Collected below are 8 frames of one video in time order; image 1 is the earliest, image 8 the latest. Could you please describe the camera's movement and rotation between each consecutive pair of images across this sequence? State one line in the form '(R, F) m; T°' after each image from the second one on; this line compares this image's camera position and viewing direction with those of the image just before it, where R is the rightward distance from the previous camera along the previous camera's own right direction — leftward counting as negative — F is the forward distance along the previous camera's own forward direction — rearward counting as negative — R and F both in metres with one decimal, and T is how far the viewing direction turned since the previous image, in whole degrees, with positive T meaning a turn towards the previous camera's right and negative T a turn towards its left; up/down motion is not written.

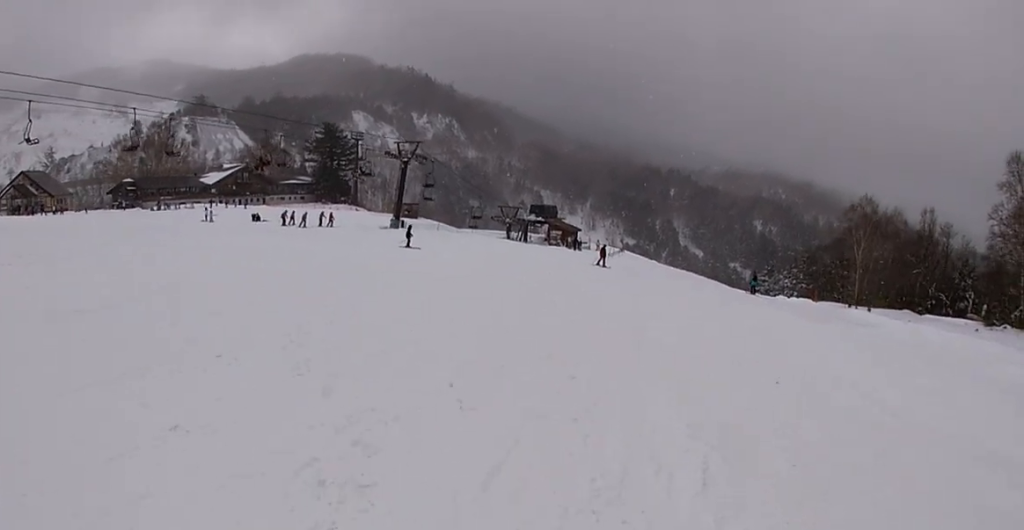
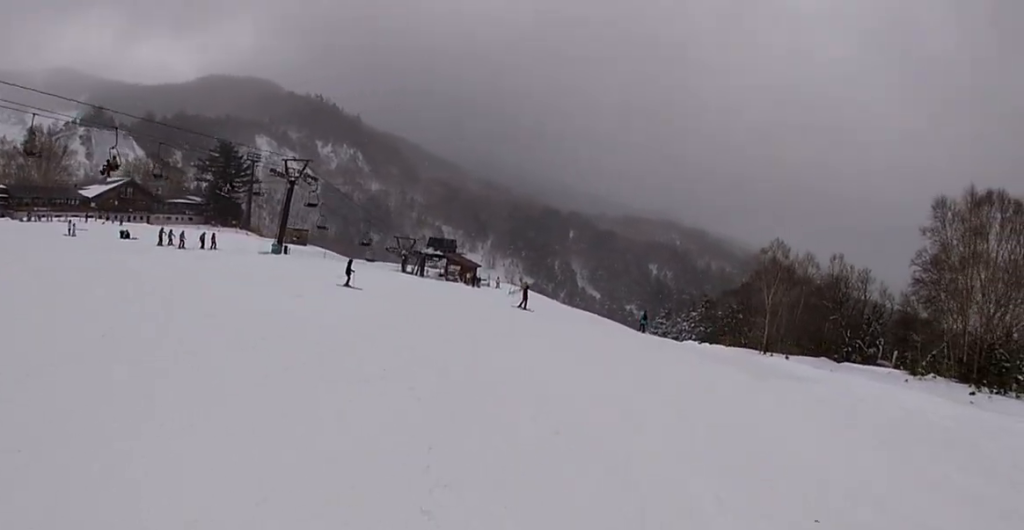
(+0.9, +5.1) m; +16°
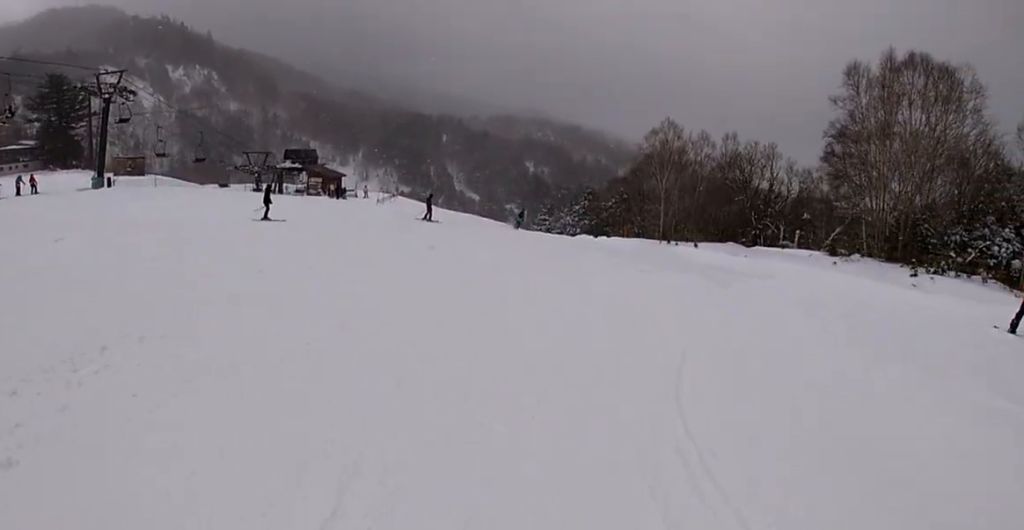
(+1.1, +6.2) m; +4°
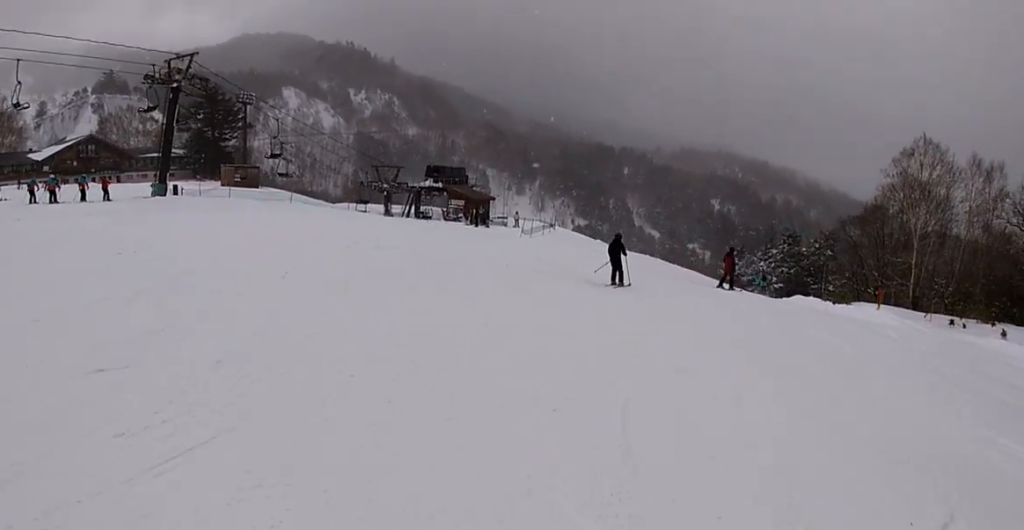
(-2.3, +13.8) m; -20°
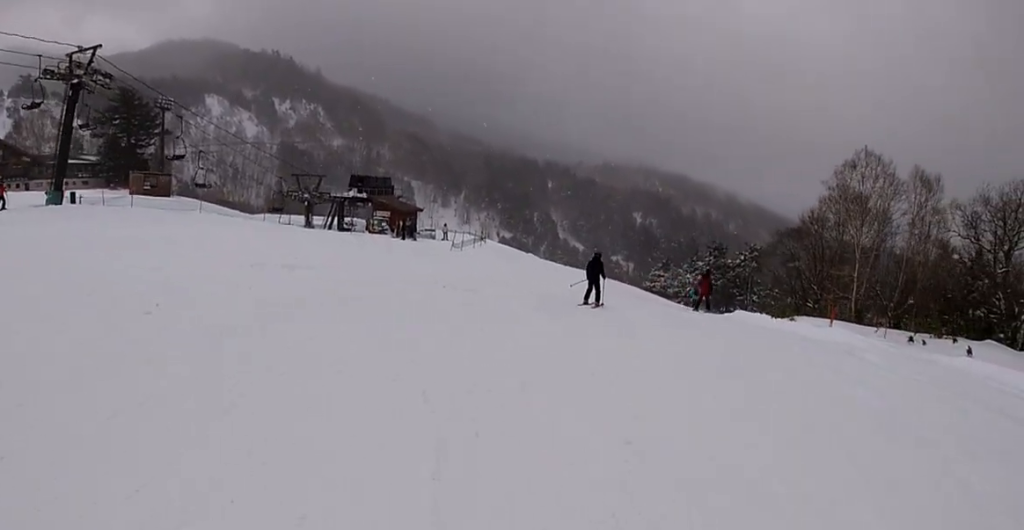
(-0.6, +2.8) m; +4°
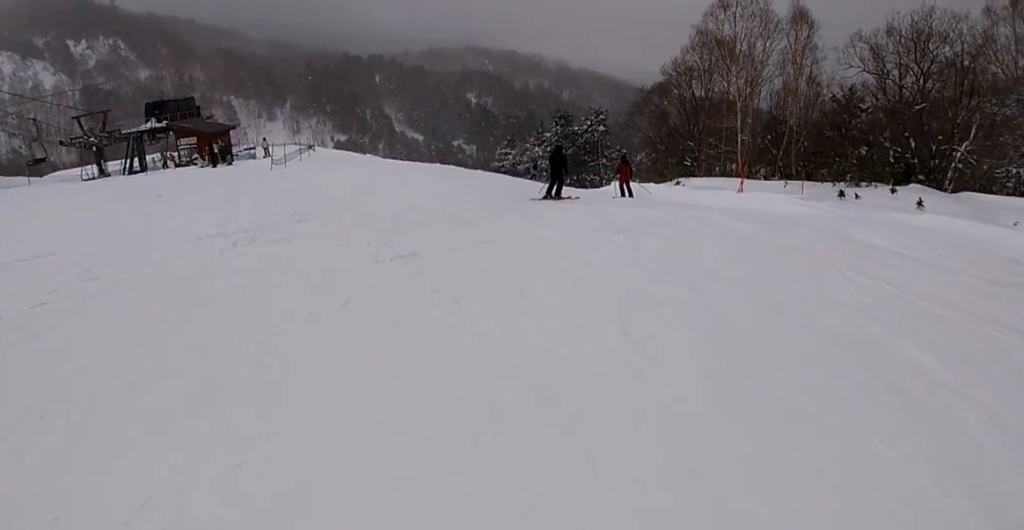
(+1.2, +5.3) m; +16°
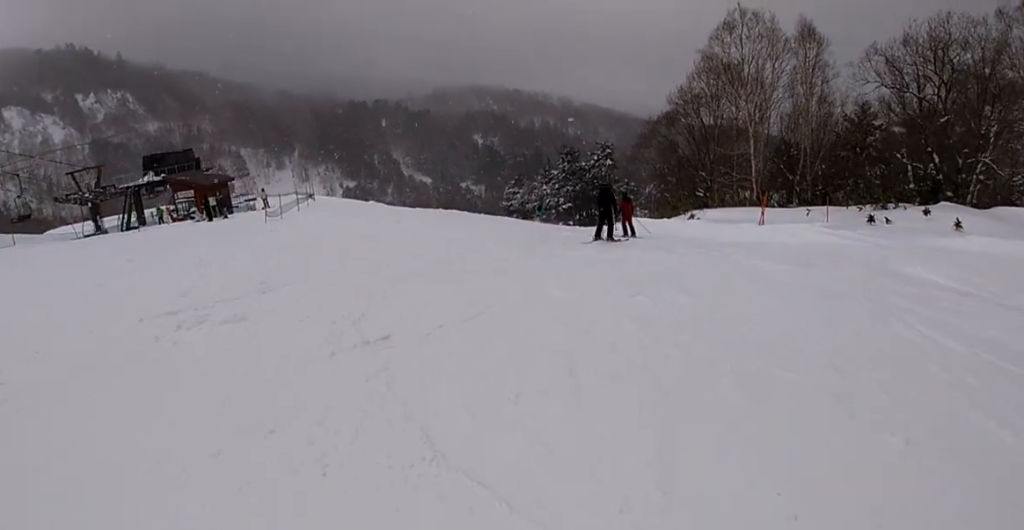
(-0.1, +1.8) m; -2°
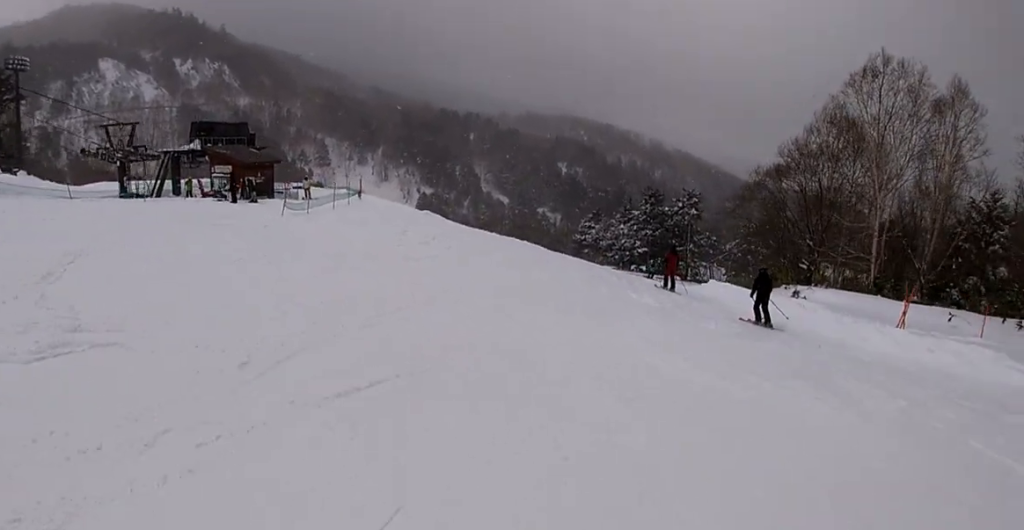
(-0.8, +5.9) m; -9°
